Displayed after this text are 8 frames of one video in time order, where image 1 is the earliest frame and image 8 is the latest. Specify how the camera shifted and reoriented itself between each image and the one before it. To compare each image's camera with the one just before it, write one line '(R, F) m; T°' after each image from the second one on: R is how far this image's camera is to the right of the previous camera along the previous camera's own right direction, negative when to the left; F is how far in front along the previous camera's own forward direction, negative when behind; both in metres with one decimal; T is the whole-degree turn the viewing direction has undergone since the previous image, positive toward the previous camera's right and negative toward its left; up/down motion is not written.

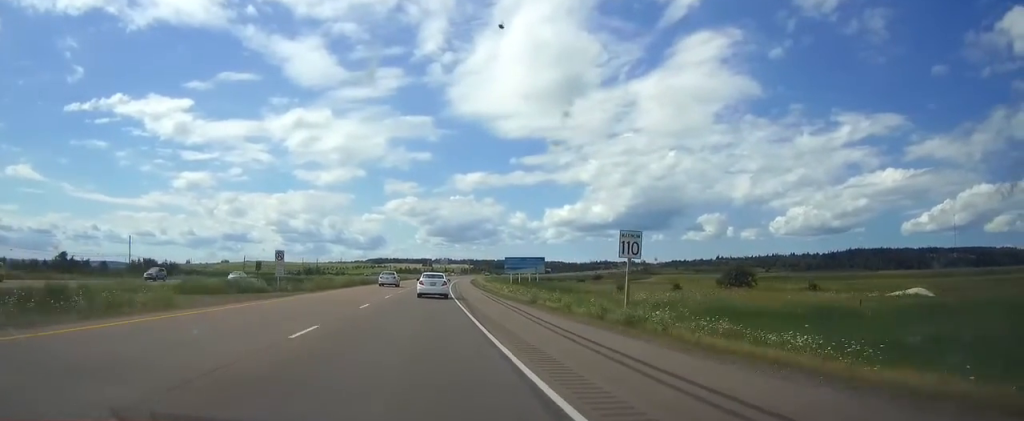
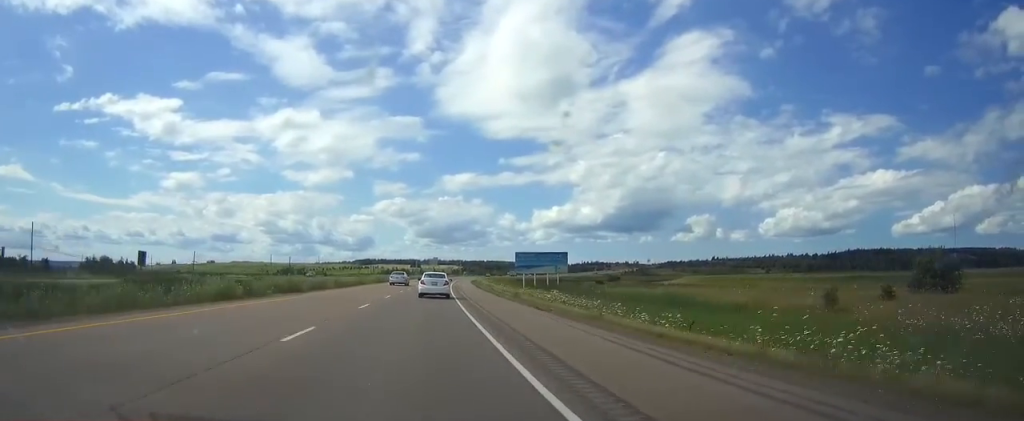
(+0.3, +36.8) m; +1°
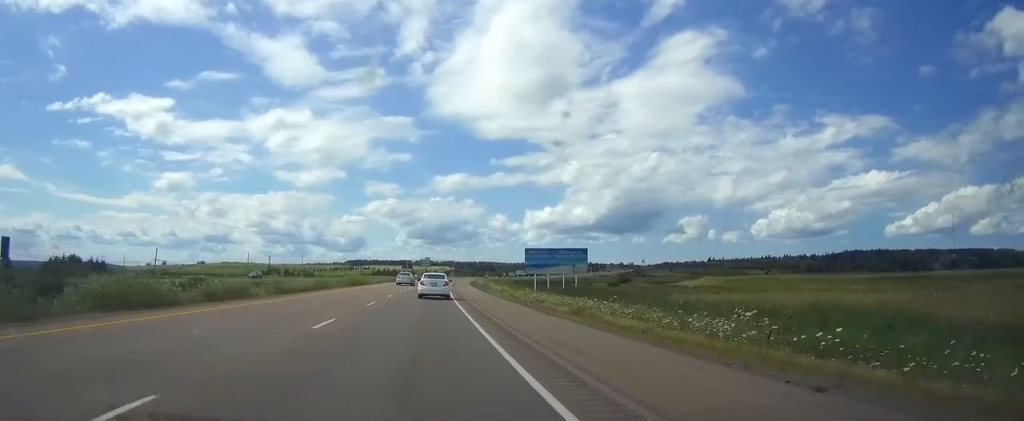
(+0.1, +20.7) m; +1°
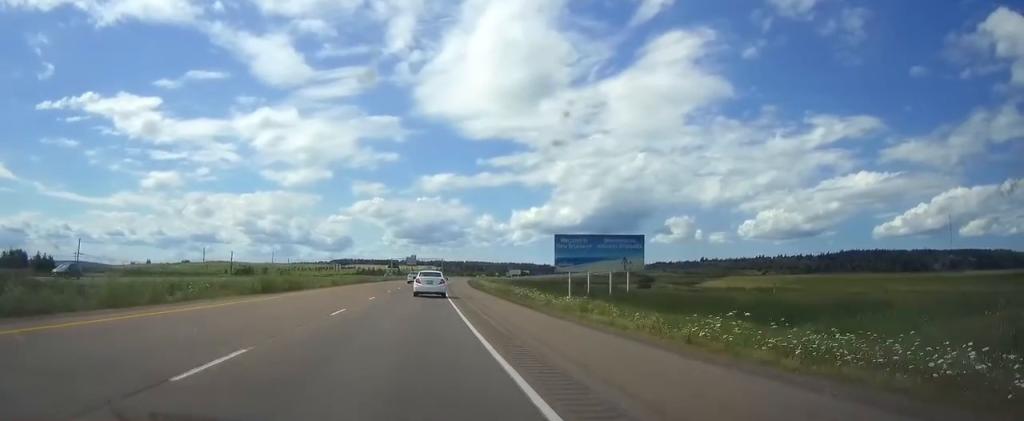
(+0.3, +32.0) m; +1°
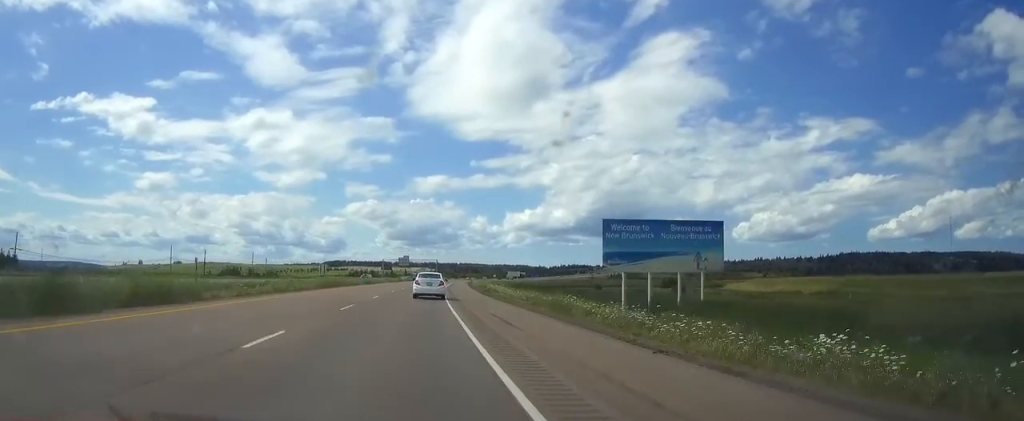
(+0.1, +20.8) m; +1°
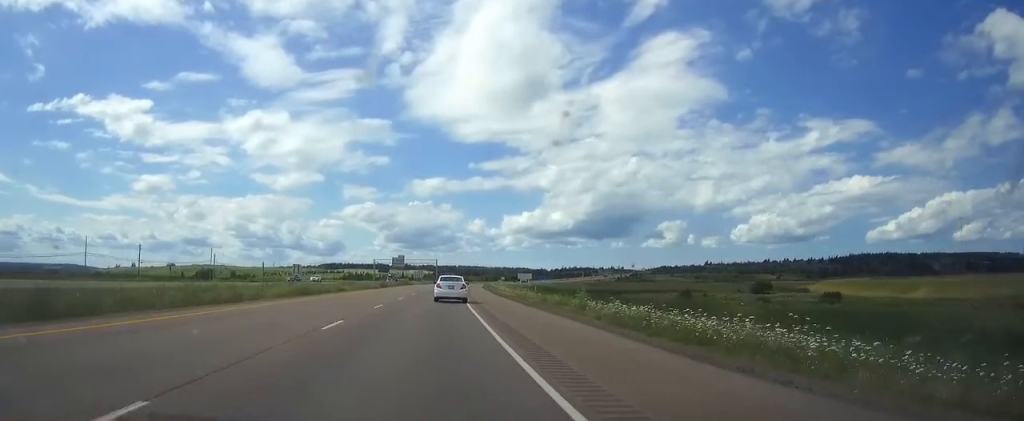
(+0.3, +44.4) m; +1°
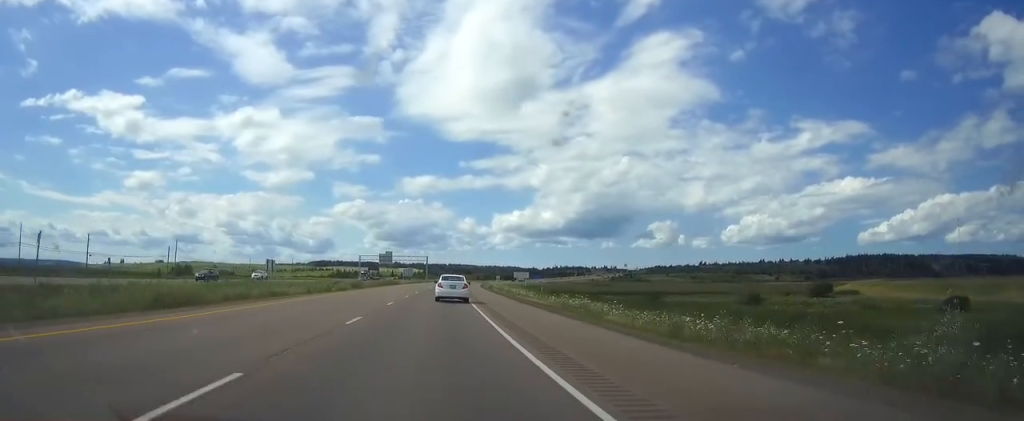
(+0.1, +20.9) m; +1°
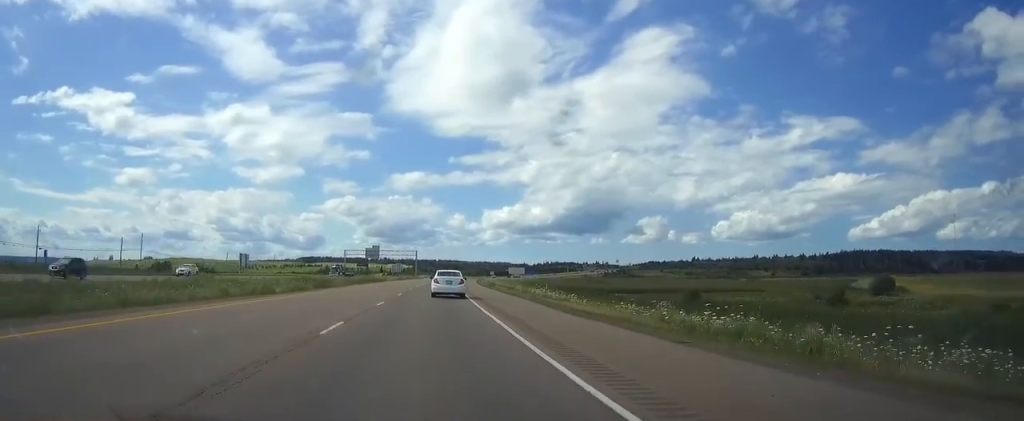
(0.0, +16.1) m; +1°
